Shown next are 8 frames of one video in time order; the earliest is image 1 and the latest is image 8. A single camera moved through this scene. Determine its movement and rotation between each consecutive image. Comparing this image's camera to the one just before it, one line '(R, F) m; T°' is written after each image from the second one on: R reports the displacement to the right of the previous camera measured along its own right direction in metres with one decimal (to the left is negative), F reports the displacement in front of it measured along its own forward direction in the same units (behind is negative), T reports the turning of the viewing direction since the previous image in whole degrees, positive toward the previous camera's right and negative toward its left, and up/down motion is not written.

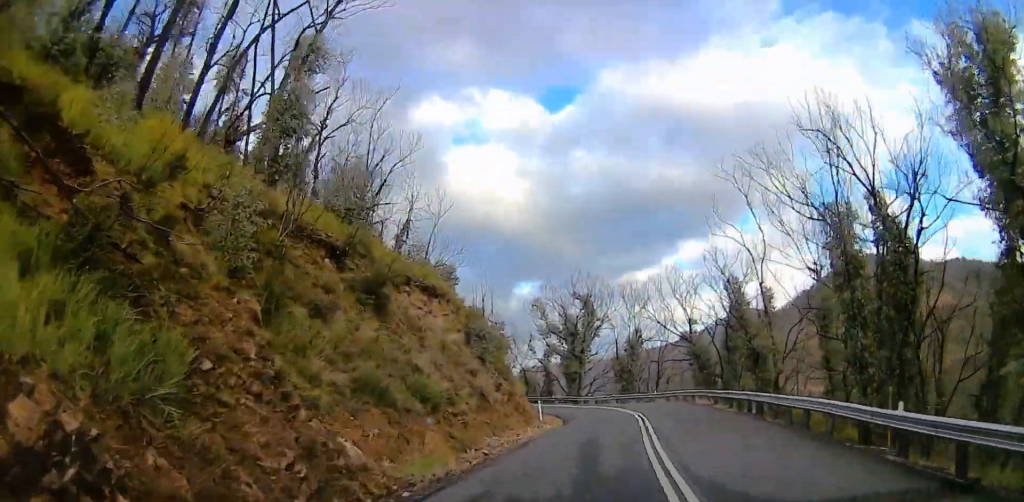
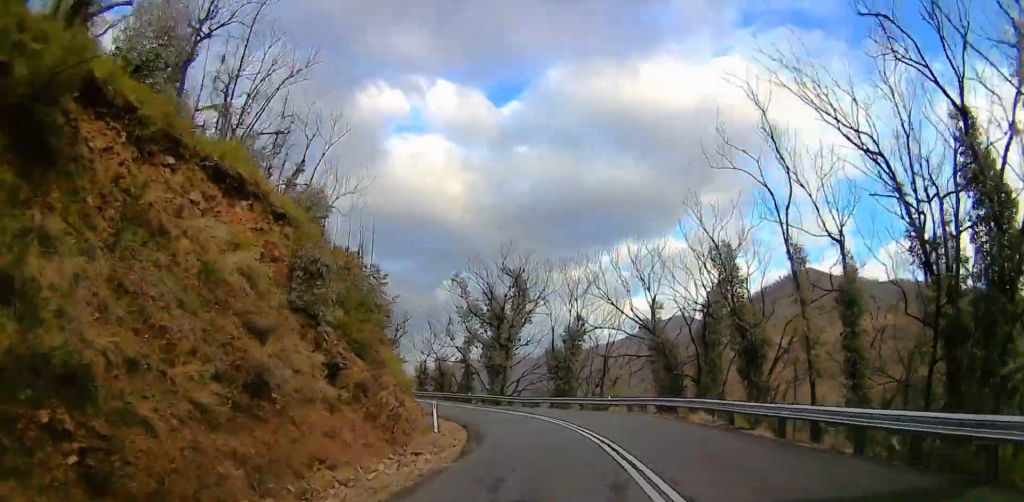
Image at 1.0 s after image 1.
(+1.1, +13.4) m; +5°
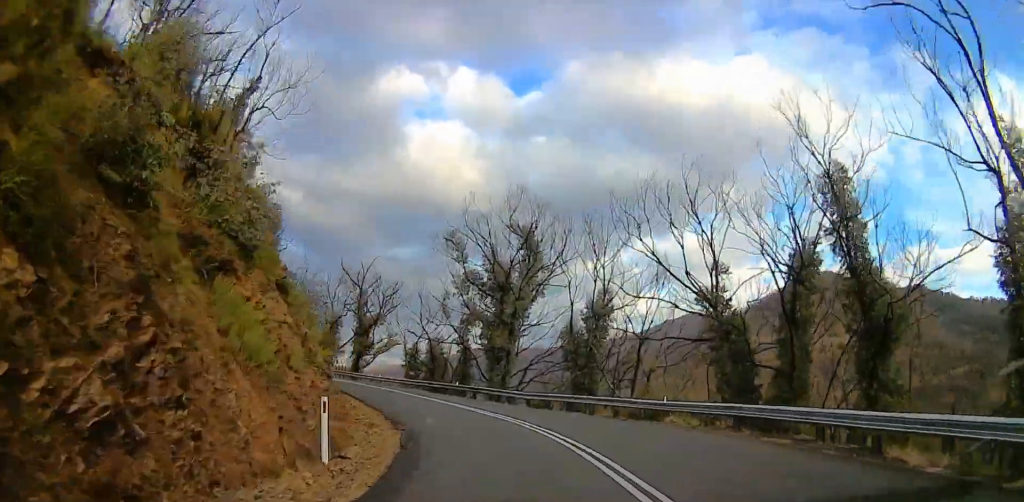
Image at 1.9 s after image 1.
(+0.1, +12.5) m; 0°
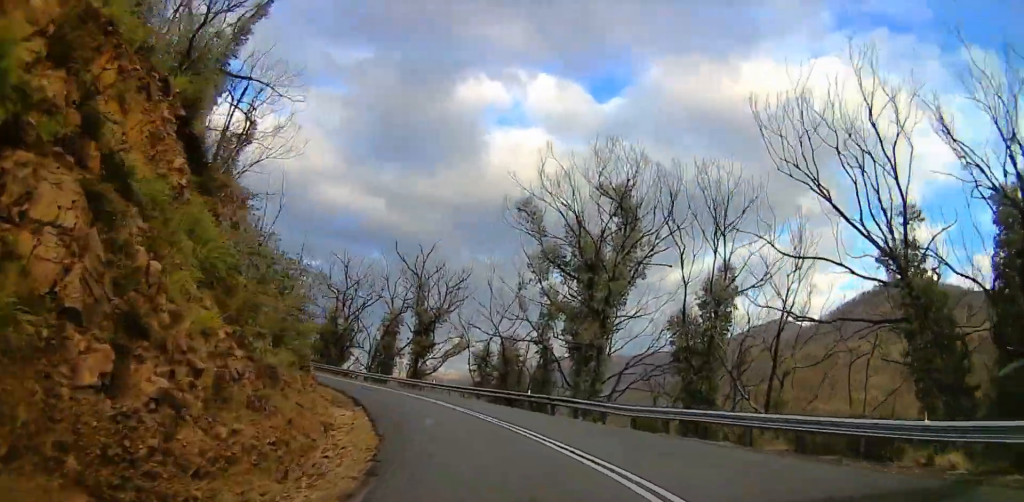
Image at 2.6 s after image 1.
(-0.1, +10.3) m; -13°
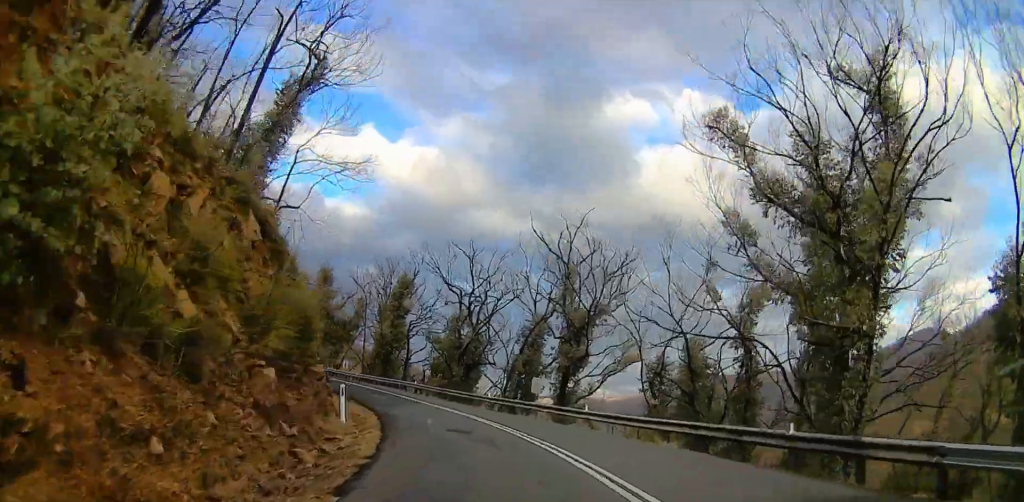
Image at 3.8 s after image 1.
(-3.6, +14.0) m; -23°
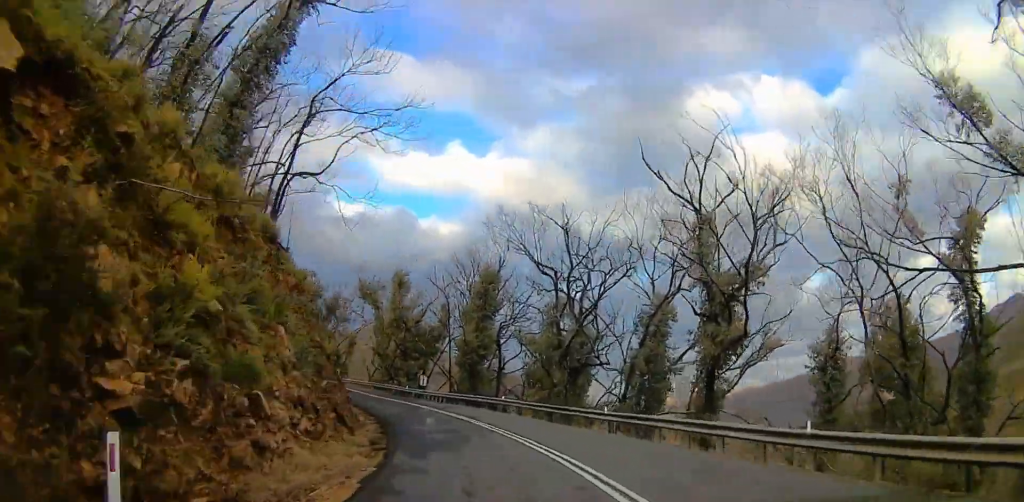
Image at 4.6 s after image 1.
(-1.2, +11.6) m; -6°
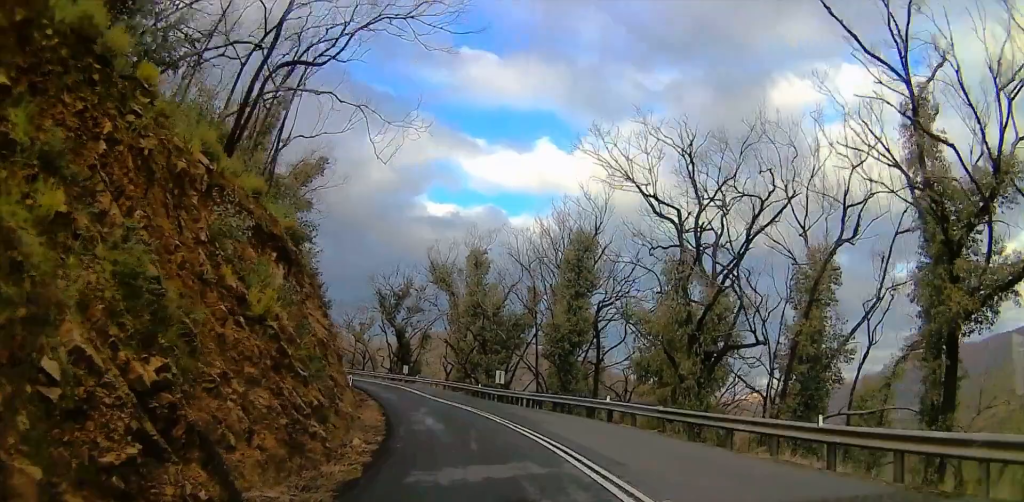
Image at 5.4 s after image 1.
(0.0, +11.8) m; 0°
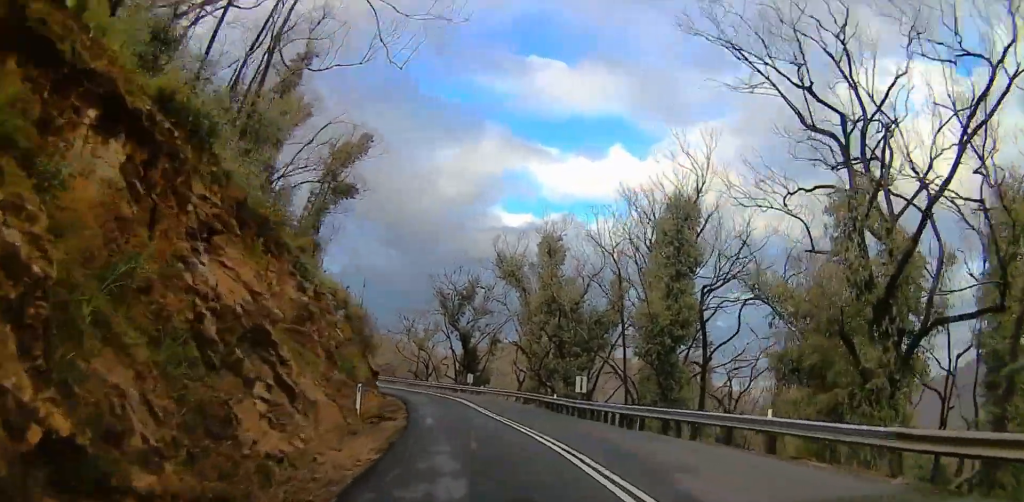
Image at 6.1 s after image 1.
(0.0, +9.7) m; -1°
